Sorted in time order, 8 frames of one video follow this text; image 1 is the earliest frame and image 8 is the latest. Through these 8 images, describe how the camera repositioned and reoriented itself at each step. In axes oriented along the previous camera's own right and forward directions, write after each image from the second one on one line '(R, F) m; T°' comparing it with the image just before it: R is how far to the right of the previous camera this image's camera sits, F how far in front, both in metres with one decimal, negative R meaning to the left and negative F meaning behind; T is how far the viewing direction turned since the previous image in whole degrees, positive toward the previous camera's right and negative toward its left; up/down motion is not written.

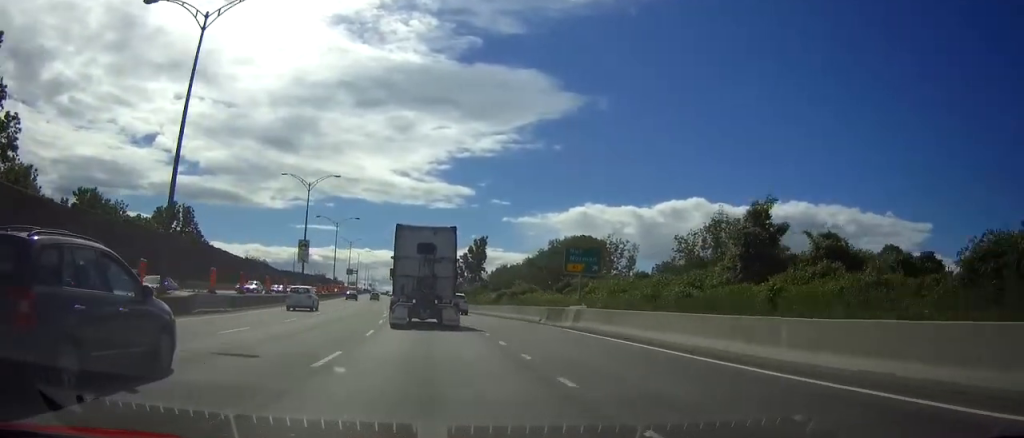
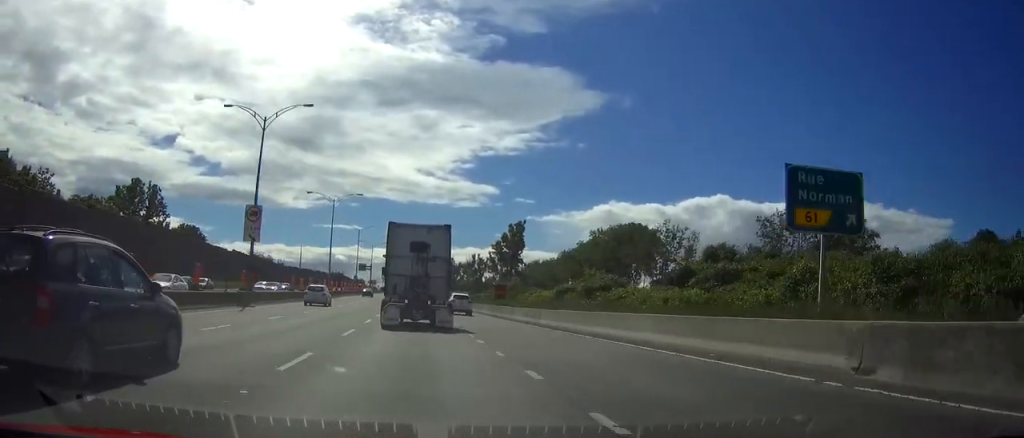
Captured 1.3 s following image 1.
(-0.8, +27.4) m; -3°
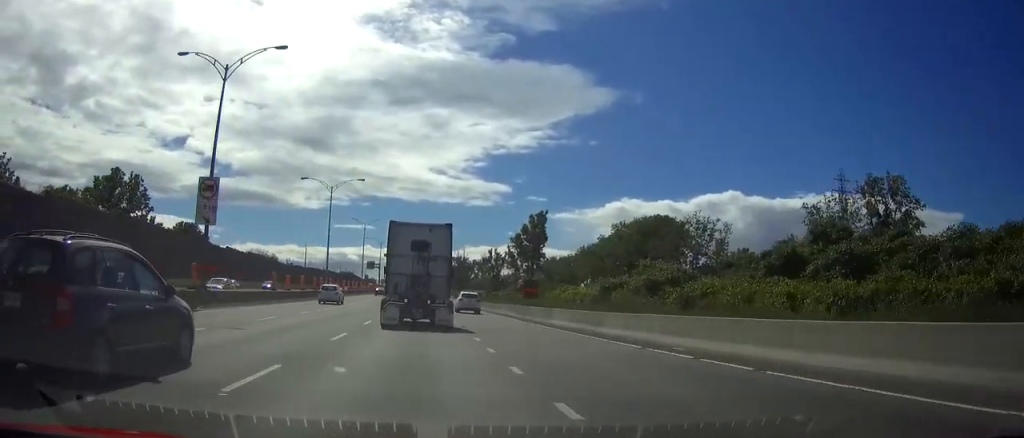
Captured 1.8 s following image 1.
(-0.1, +11.5) m; -1°
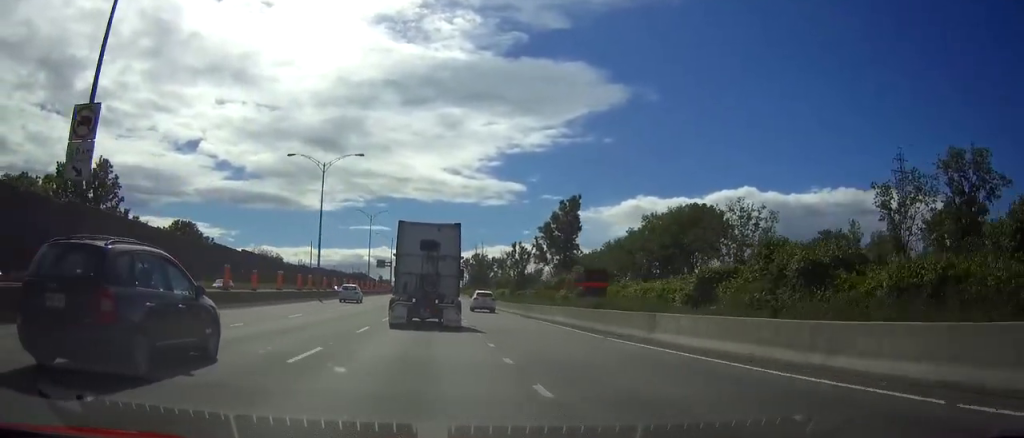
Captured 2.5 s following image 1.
(-0.2, +15.1) m; -1°
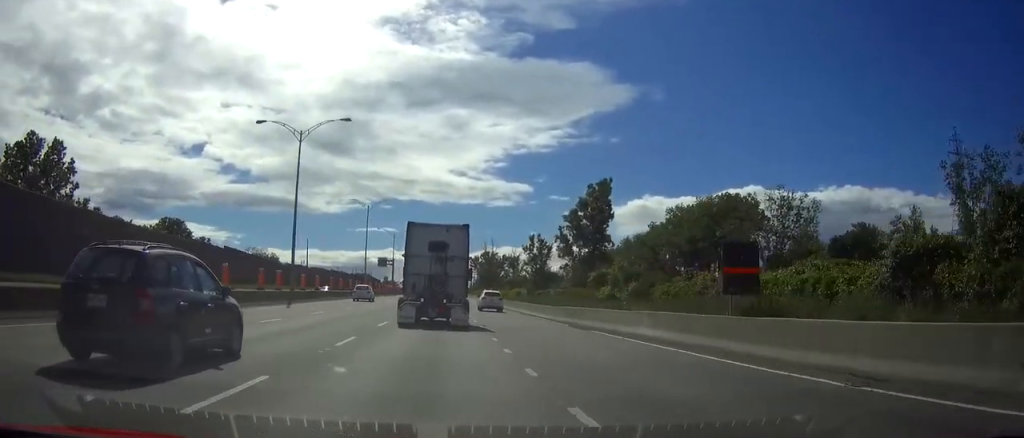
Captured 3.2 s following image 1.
(-0.1, +14.4) m; -1°
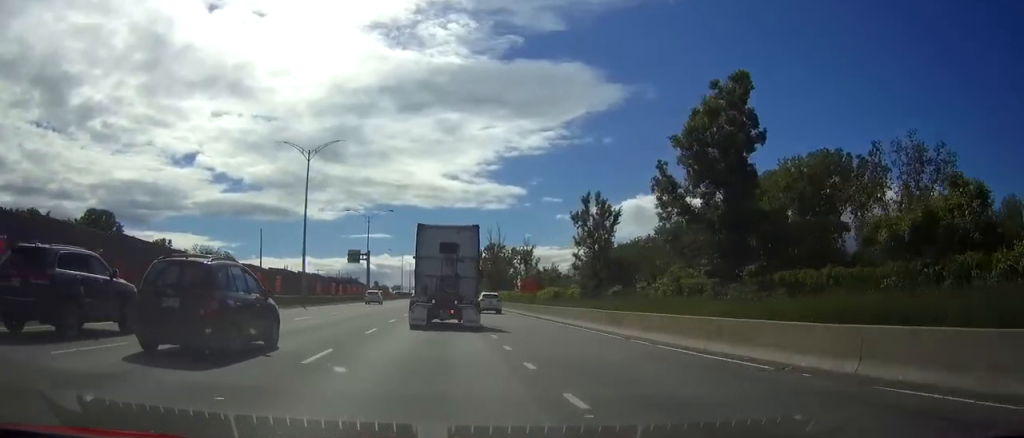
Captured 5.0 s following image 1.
(-0.4, +40.2) m; 0°
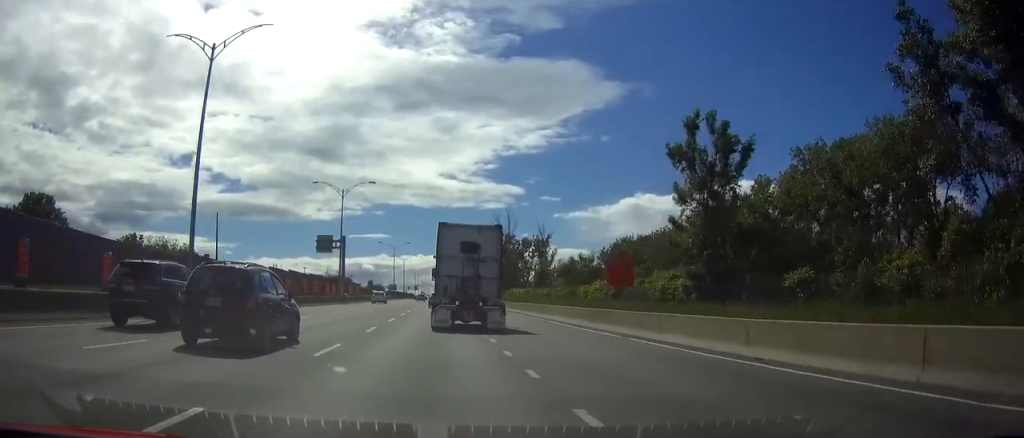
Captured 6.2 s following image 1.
(0.0, +25.7) m; 0°
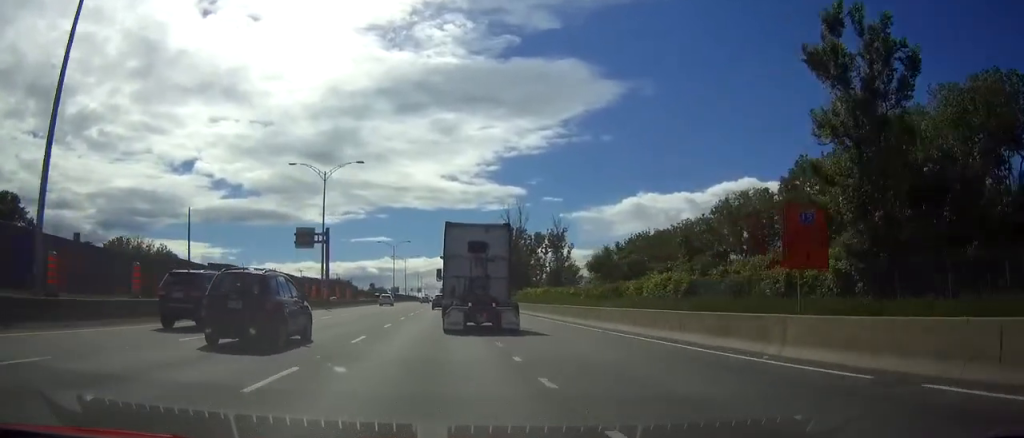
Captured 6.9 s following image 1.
(0.0, +13.6) m; 0°
